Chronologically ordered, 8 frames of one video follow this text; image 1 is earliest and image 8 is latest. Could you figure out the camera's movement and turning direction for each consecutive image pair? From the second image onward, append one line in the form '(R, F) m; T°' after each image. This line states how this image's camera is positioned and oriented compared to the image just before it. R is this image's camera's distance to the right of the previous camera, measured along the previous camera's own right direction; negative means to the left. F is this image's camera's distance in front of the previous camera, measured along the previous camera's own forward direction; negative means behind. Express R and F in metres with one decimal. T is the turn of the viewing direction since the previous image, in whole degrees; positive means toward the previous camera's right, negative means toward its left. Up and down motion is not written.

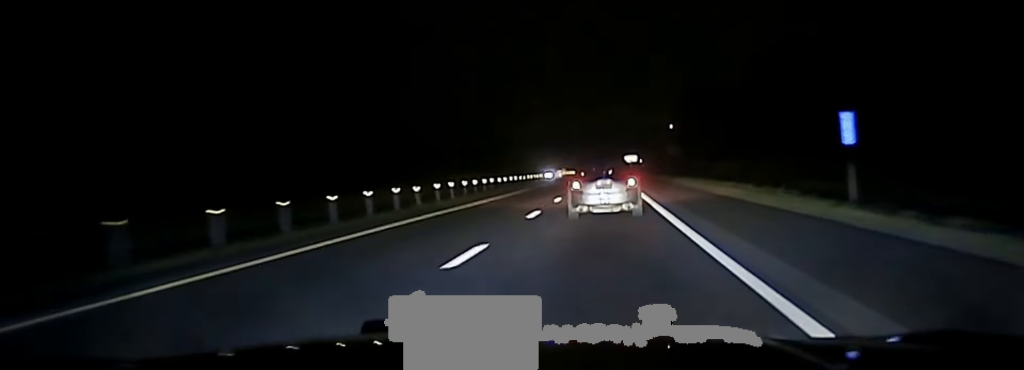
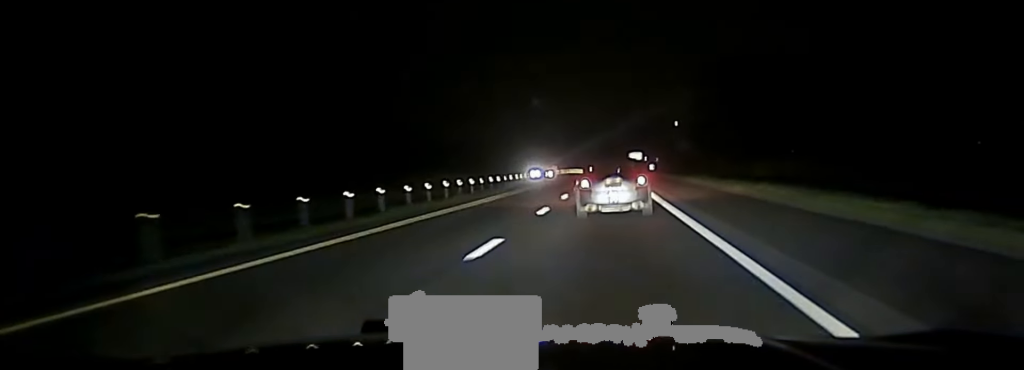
(+0.1, +32.5) m; 0°
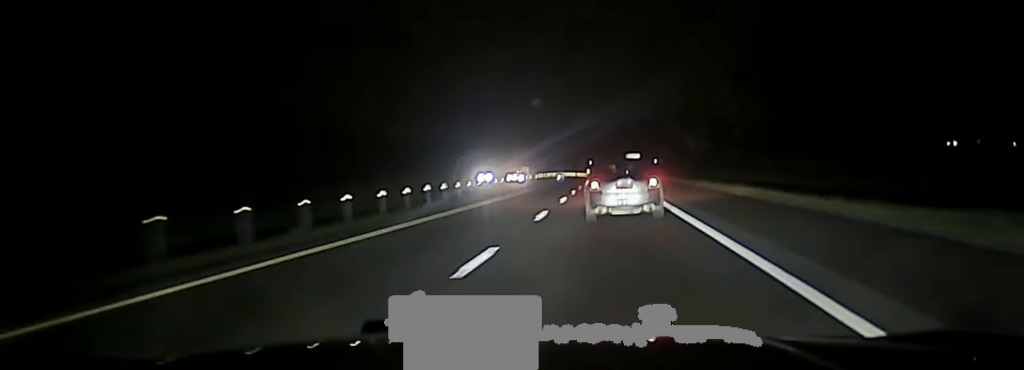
(-0.4, +56.1) m; -1°
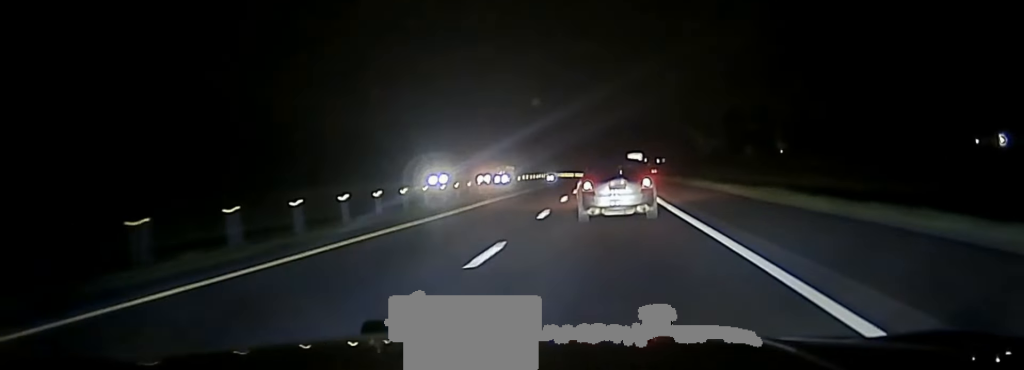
(-0.1, +24.4) m; 0°
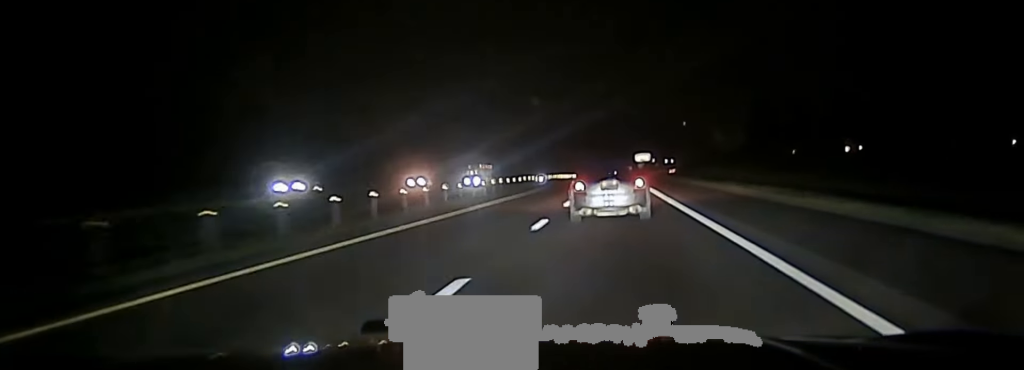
(+0.1, +30.8) m; +1°
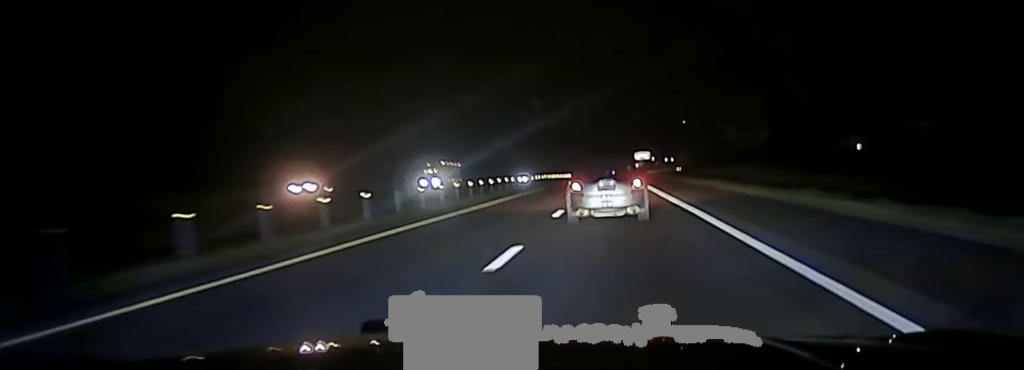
(+0.1, +19.8) m; 0°
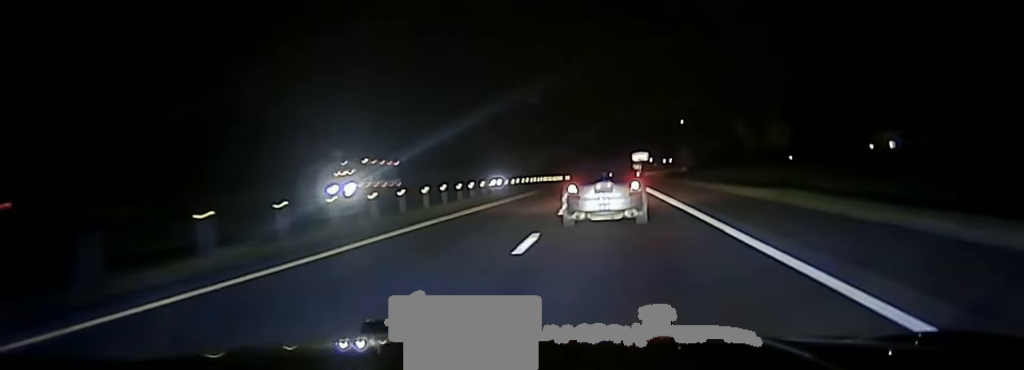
(+0.1, +22.3) m; 0°
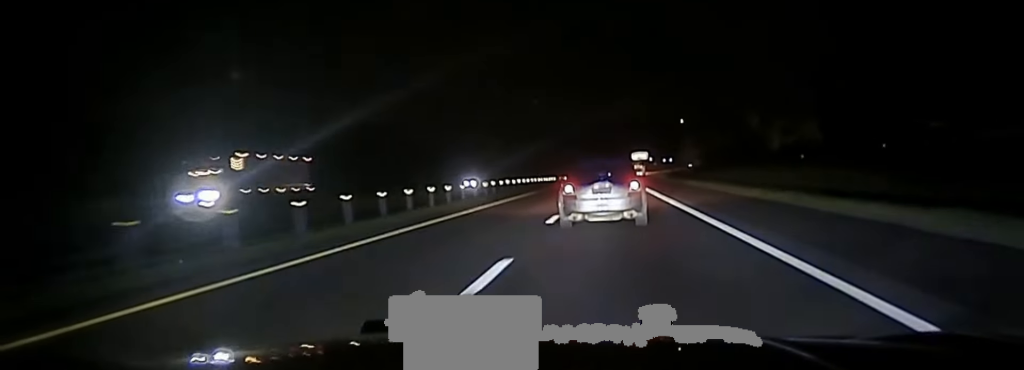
(0.0, +16.4) m; 0°
